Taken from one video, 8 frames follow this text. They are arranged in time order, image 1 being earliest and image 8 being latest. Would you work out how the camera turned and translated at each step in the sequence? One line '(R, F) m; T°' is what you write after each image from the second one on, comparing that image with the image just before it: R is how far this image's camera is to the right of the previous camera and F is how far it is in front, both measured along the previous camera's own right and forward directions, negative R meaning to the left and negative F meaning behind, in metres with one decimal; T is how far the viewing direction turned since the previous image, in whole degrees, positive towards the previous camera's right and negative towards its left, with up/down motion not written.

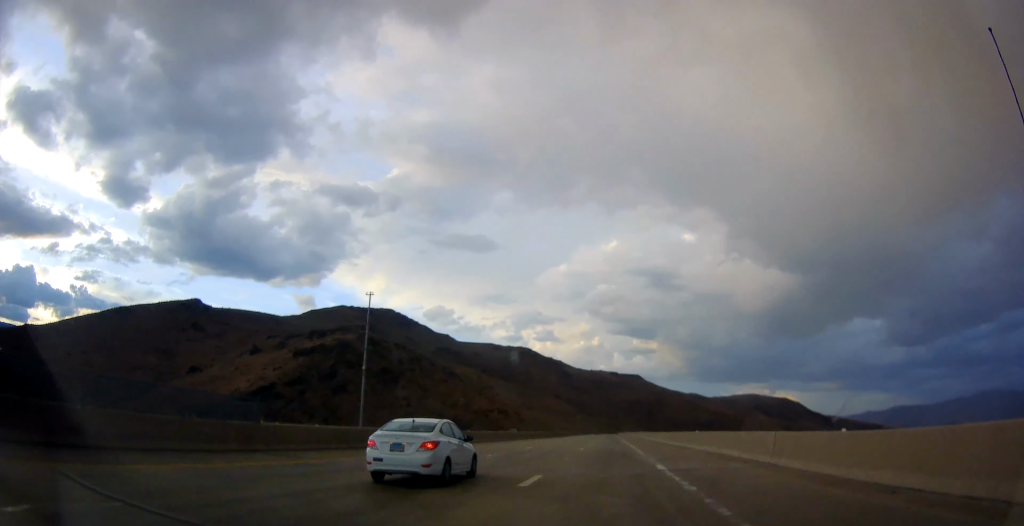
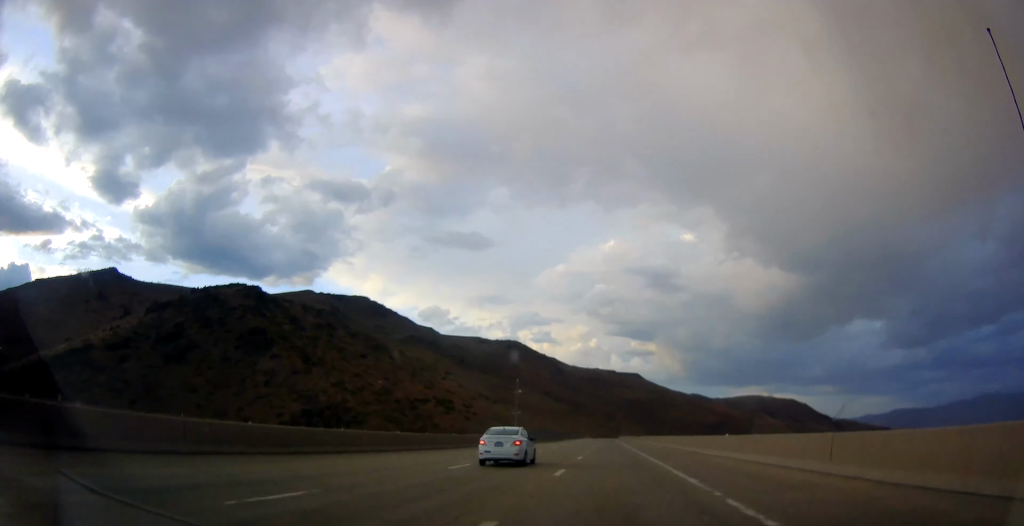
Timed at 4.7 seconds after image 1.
(-4.5, +153.5) m; -2°
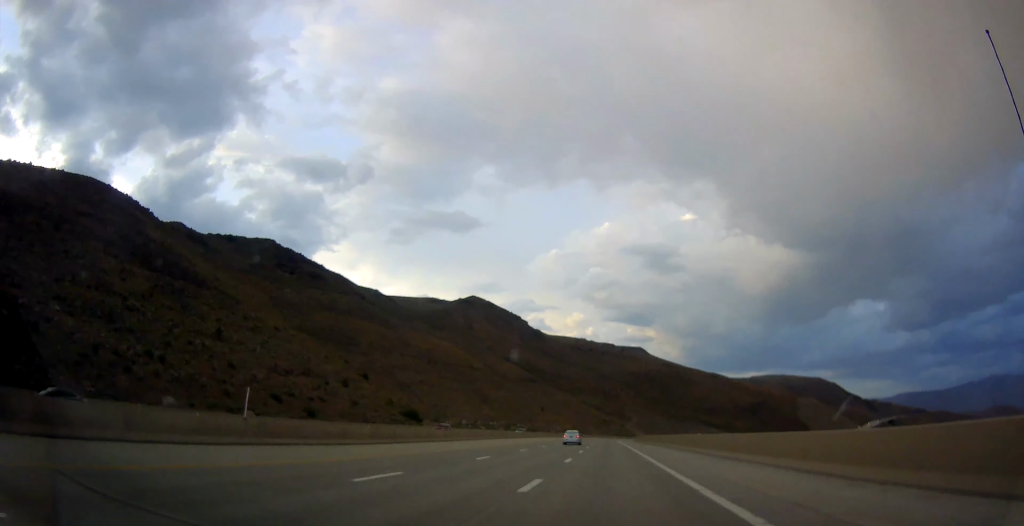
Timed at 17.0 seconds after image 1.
(+5.0, +406.3) m; +5°
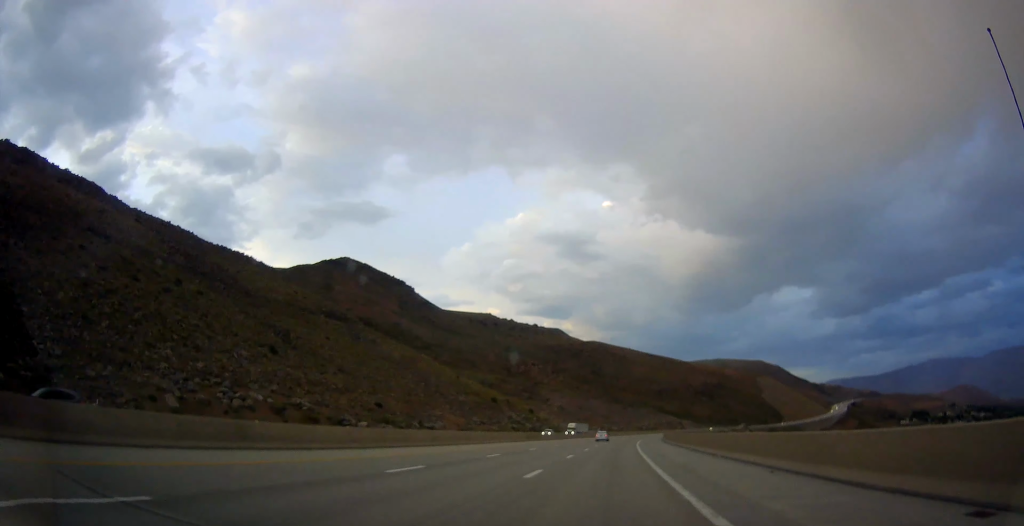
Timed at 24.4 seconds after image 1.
(+13.5, +240.5) m; +9°
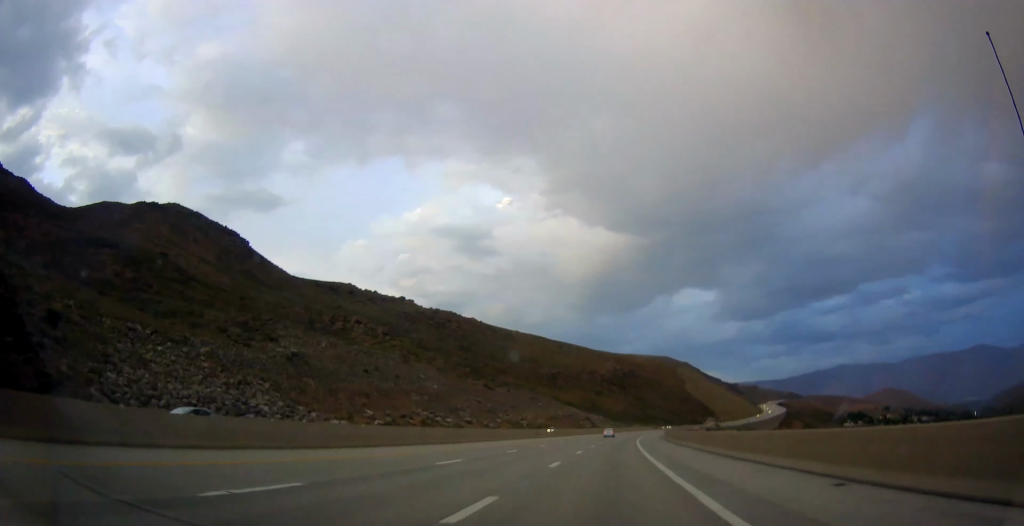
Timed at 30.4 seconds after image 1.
(+13.6, +196.7) m; +9°
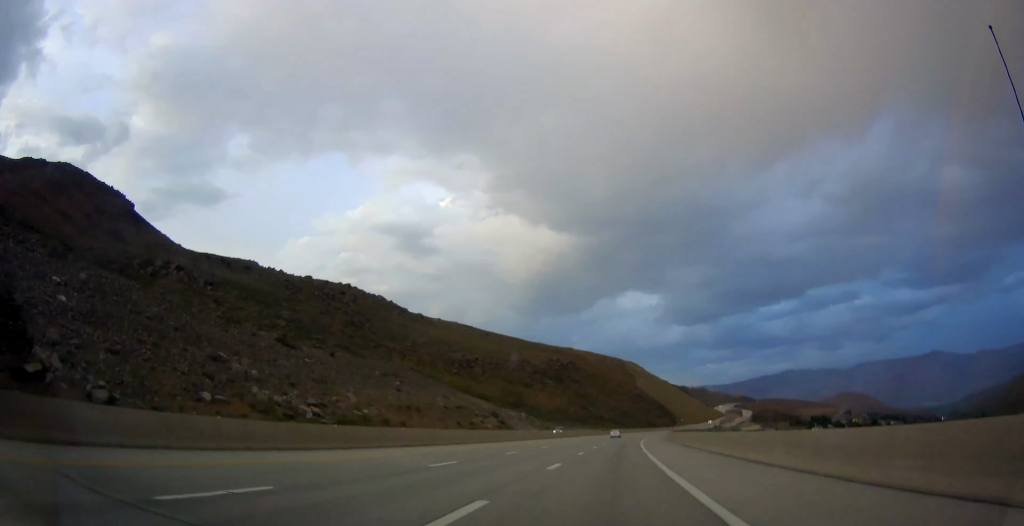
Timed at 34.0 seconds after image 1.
(+7.6, +121.4) m; +6°
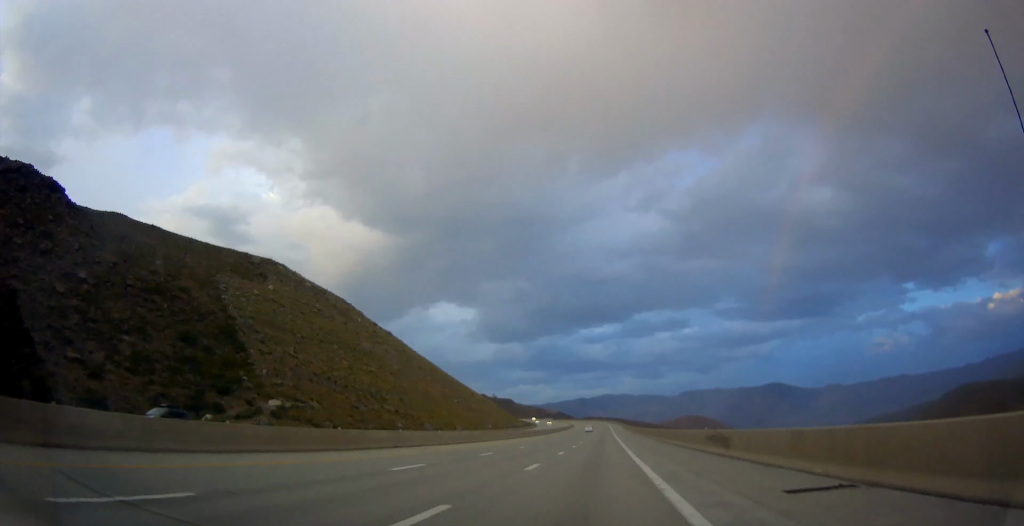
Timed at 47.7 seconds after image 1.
(+66.0, +444.3) m; +10°
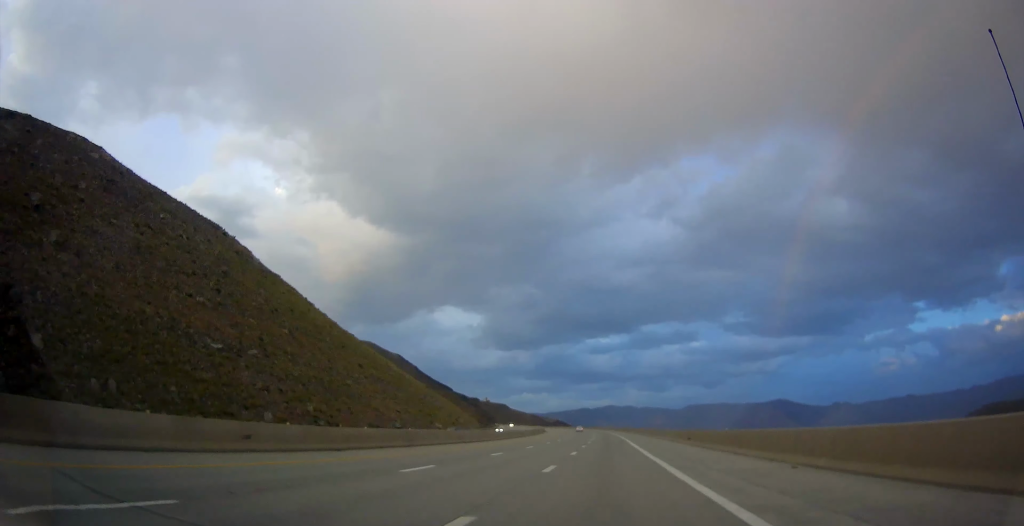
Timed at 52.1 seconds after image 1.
(+4.8, +141.1) m; -1°
